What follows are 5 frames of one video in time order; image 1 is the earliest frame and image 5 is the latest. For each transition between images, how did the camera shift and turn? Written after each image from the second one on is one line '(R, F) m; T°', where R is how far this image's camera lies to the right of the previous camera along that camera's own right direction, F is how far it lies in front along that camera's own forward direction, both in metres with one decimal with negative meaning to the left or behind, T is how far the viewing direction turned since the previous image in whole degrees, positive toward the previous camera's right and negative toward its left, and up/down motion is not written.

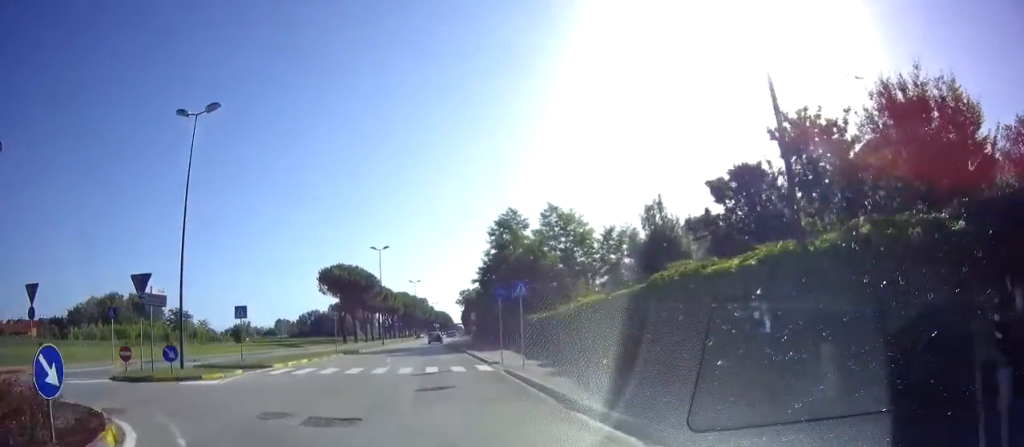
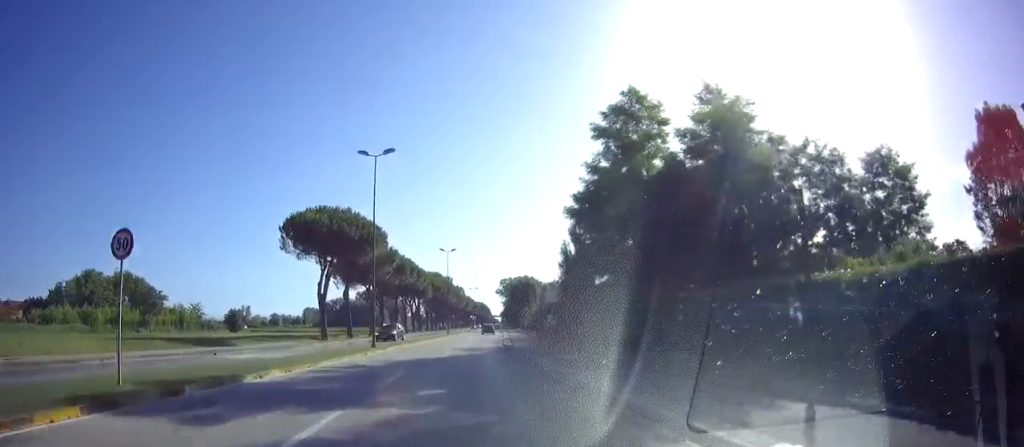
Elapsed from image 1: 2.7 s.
(-1.9, +28.5) m; -3°
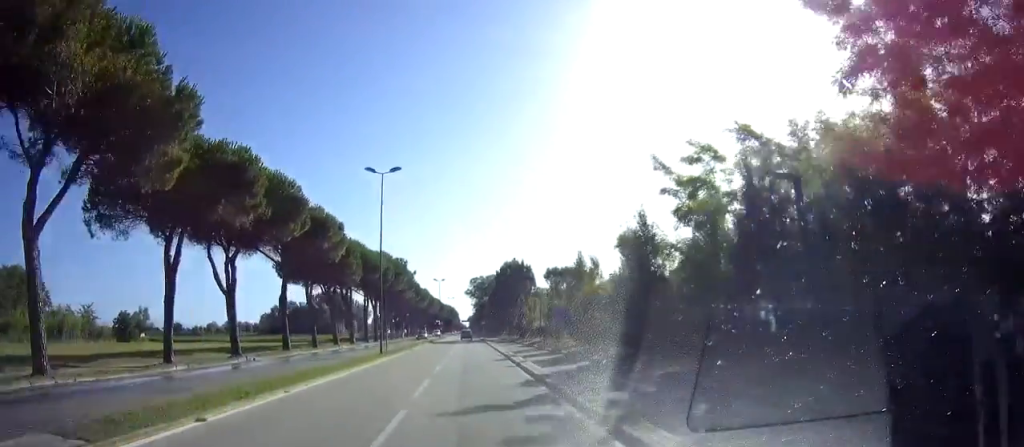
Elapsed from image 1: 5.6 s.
(+0.4, +35.8) m; +2°
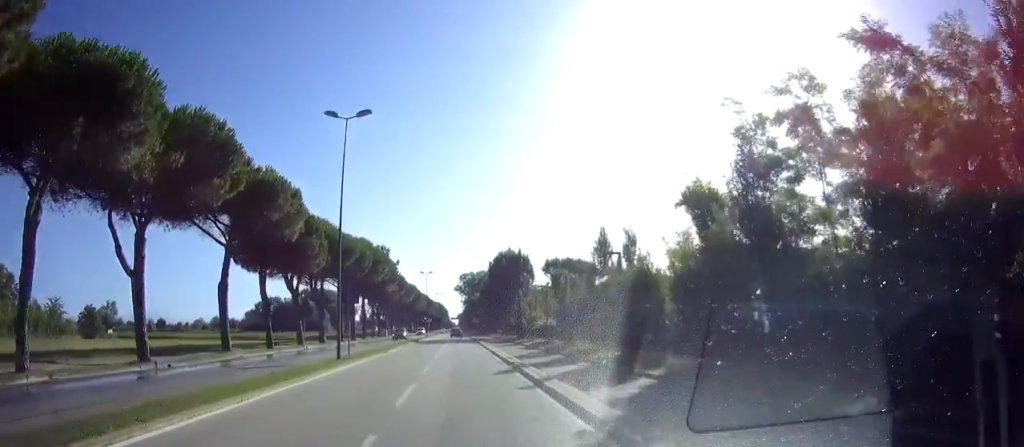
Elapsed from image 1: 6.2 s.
(+0.1, +7.8) m; +1°
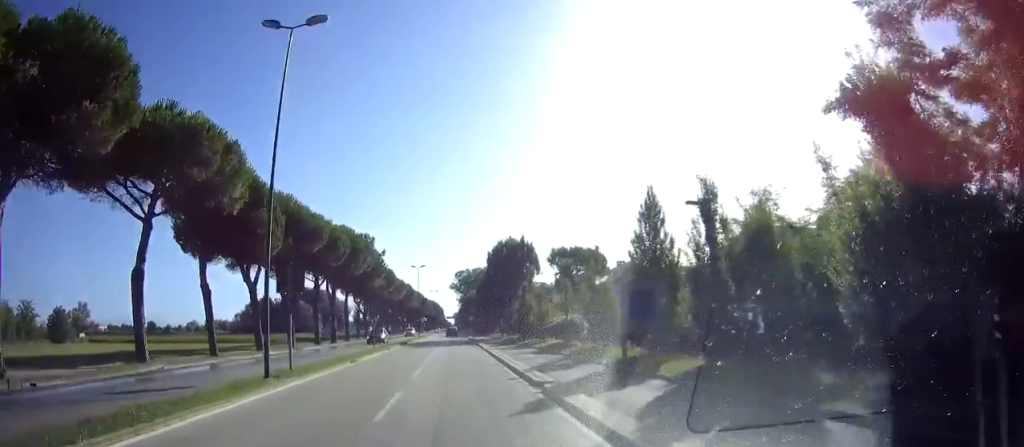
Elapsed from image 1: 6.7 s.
(0.0, +7.5) m; +1°
